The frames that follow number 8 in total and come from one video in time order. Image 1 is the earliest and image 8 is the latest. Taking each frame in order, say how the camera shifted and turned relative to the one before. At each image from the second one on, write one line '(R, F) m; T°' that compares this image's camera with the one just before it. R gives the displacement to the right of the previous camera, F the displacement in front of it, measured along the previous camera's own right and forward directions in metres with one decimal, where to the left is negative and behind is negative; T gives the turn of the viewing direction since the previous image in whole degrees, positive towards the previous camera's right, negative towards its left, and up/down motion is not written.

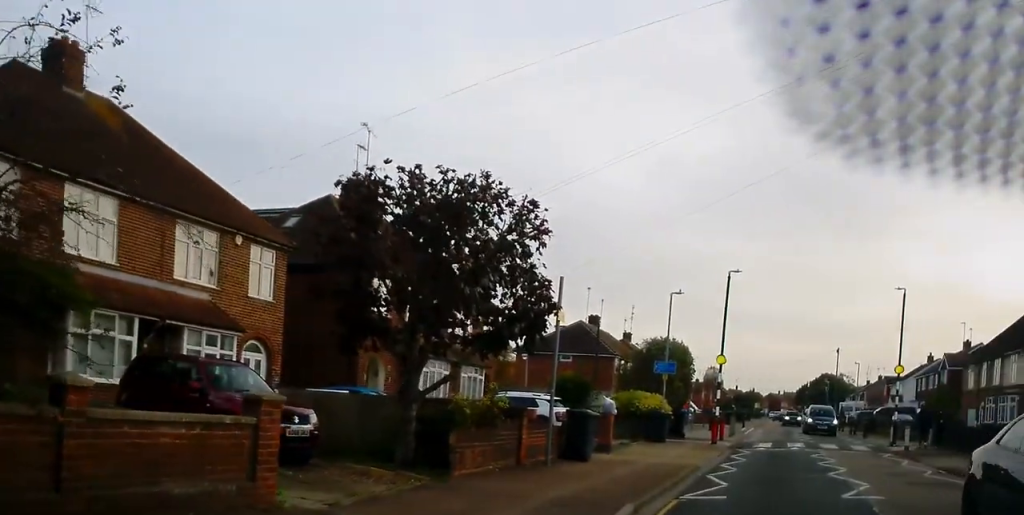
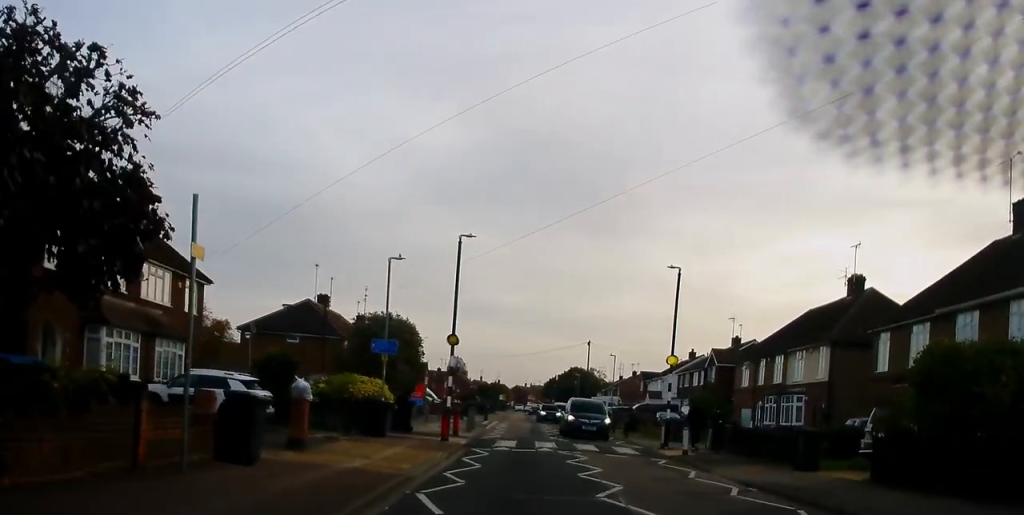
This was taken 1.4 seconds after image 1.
(+1.1, +4.1) m; +16°
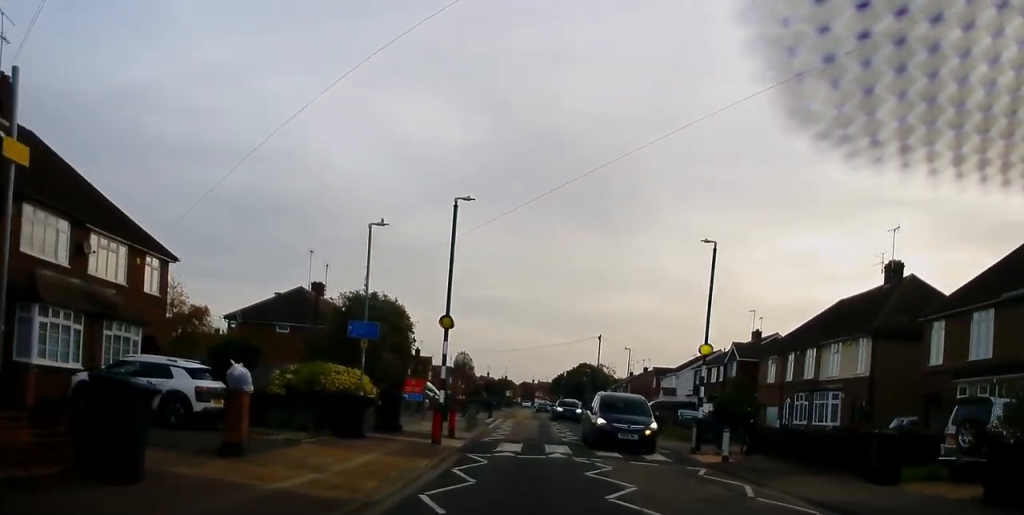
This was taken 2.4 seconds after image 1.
(-0.1, +3.7) m; -5°
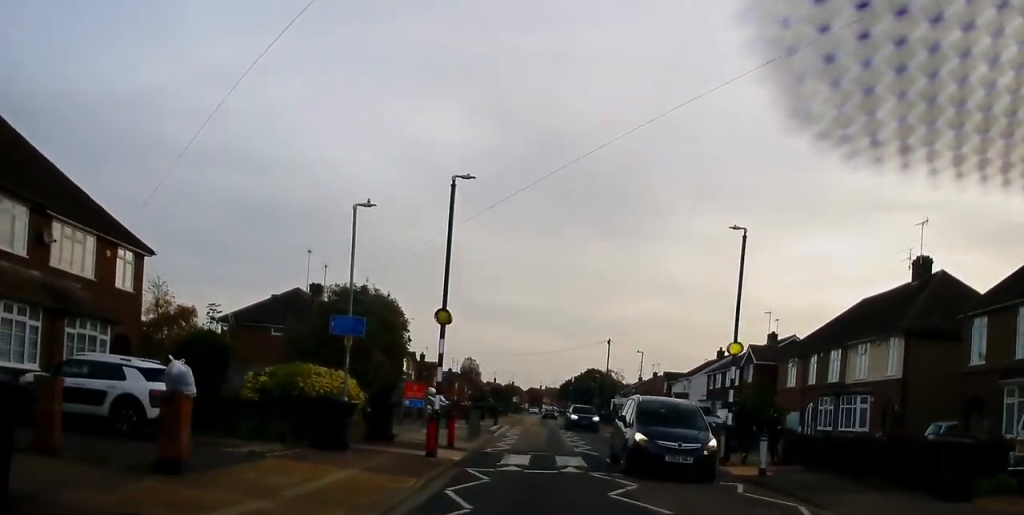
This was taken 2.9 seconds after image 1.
(-0.1, +2.4) m; -2°
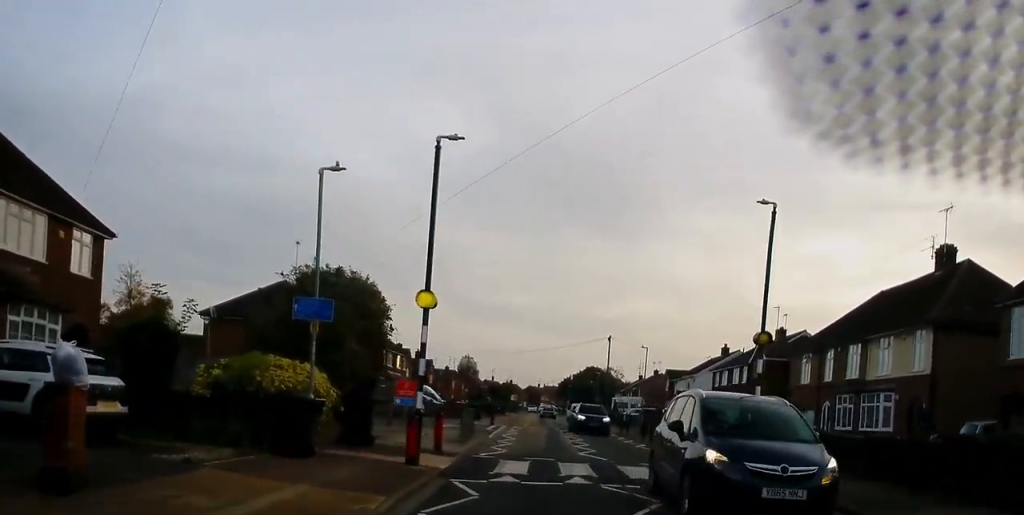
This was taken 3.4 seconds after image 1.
(-0.1, +2.5) m; +1°
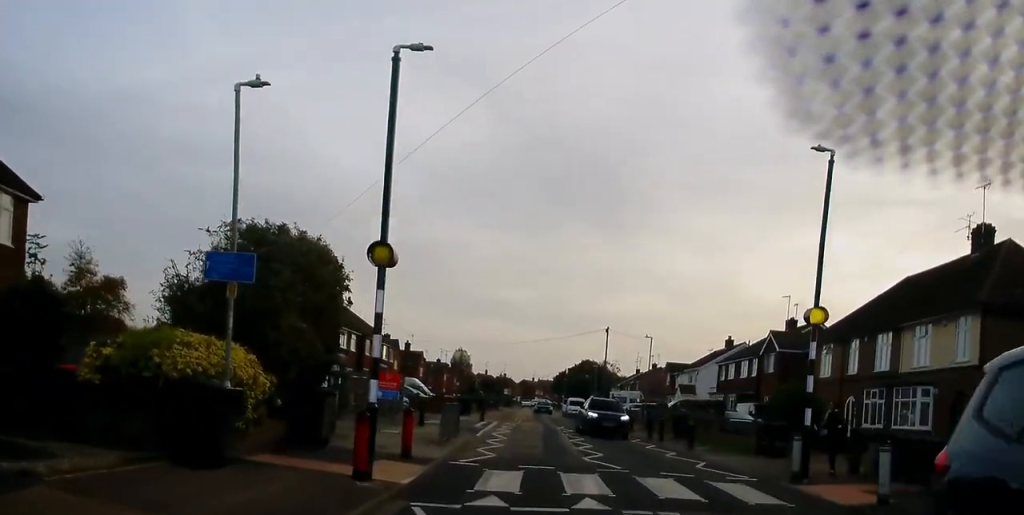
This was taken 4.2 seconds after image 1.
(+0.2, +3.7) m; +1°
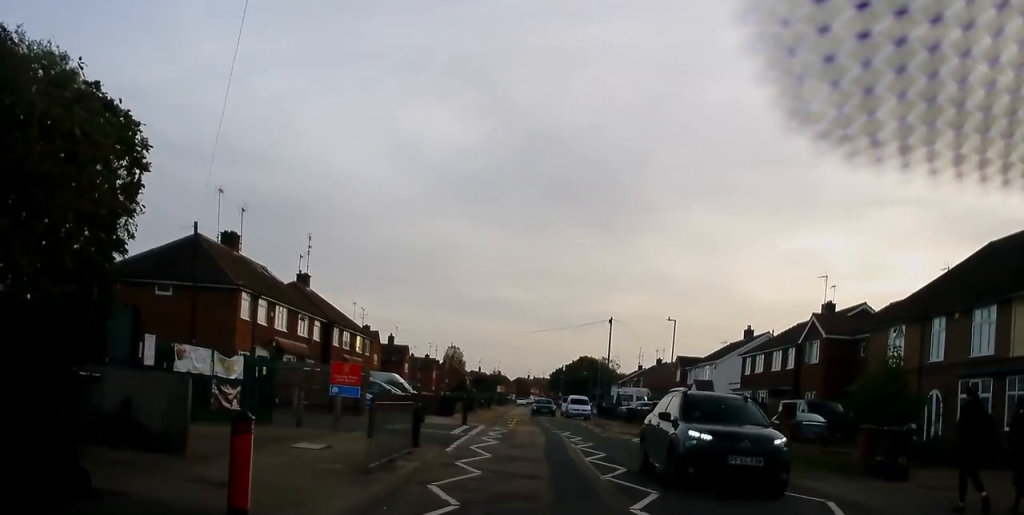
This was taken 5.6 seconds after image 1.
(0.0, +8.0) m; +4°
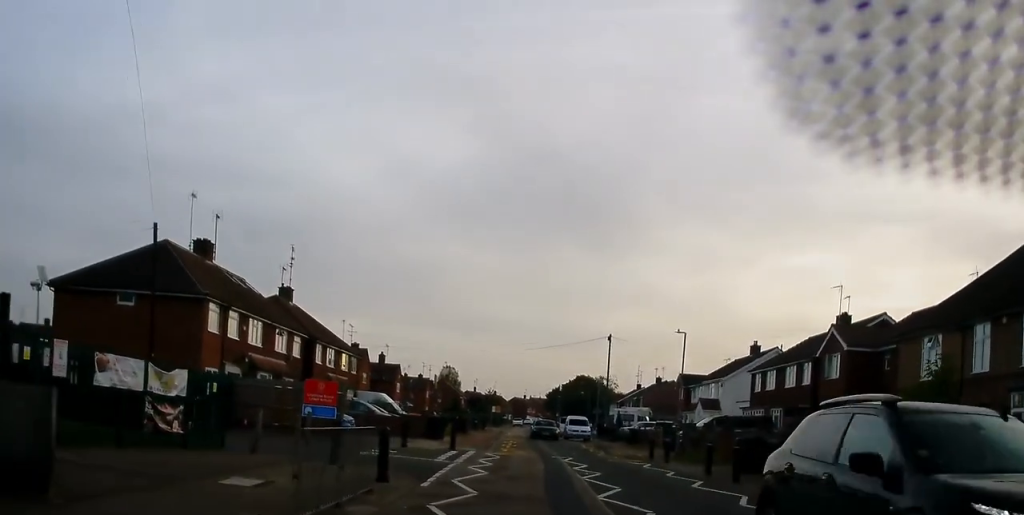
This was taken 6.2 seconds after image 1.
(+0.3, +3.4) m; 0°
